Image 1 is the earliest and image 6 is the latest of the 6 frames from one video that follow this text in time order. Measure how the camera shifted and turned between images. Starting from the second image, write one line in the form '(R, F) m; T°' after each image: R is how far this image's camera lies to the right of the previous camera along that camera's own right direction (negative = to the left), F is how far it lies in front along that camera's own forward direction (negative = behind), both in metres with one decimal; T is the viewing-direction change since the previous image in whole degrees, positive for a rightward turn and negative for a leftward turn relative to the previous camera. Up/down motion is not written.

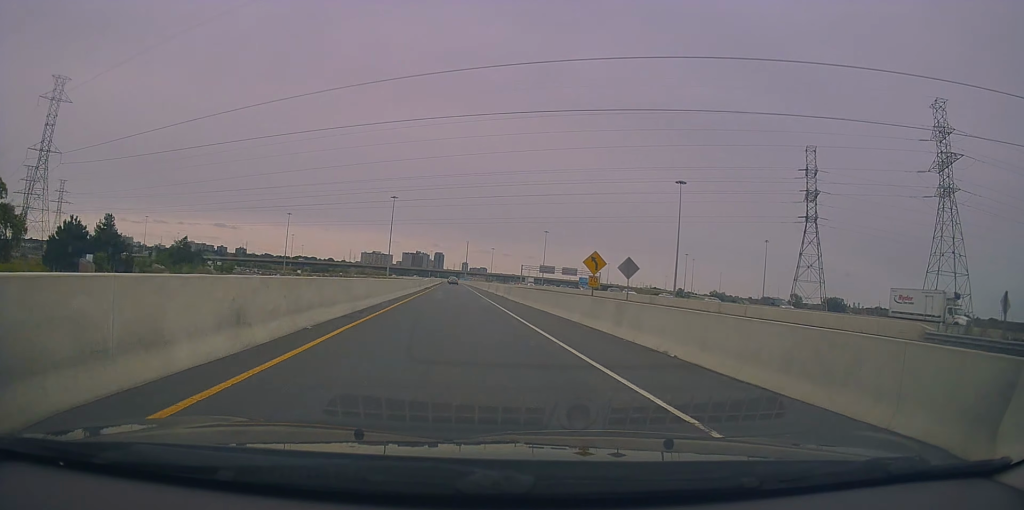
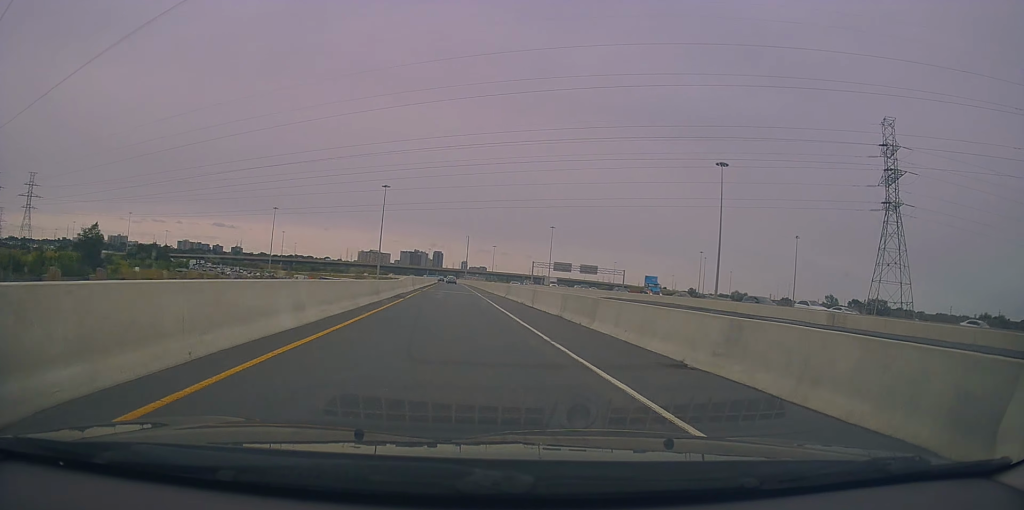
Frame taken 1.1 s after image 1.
(0.0, +30.4) m; 0°
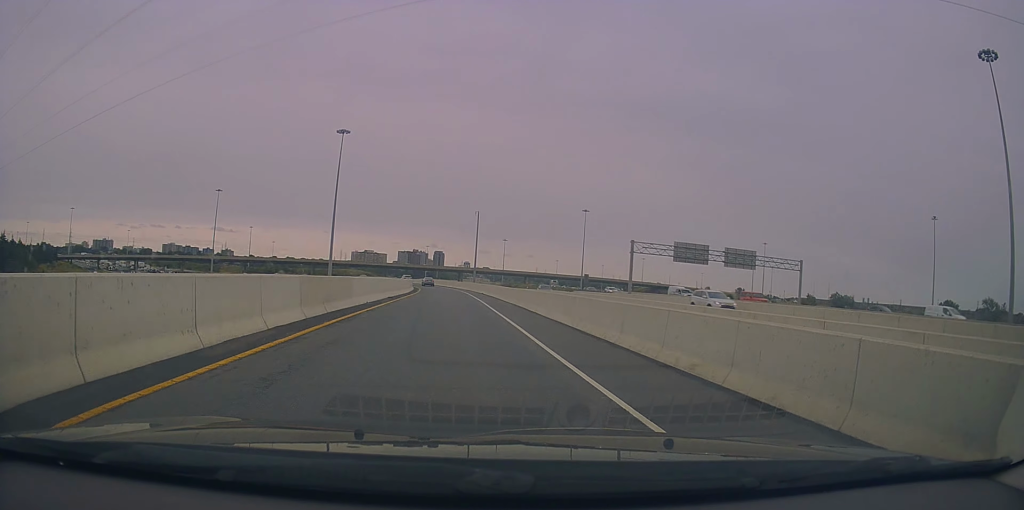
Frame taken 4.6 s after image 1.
(+0.5, +93.3) m; 0°
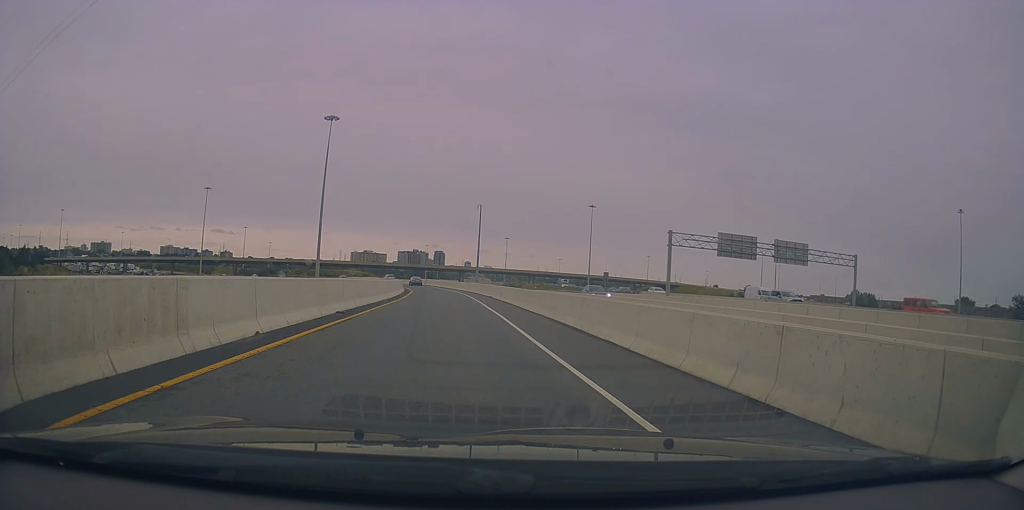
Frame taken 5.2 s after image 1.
(+0.3, +13.6) m; 0°
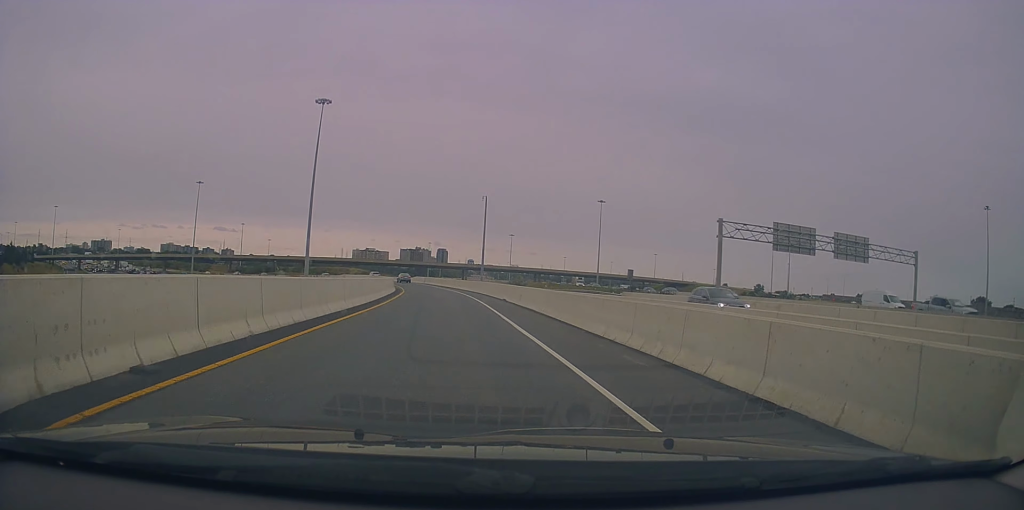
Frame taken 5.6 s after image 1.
(+0.1, +11.9) m; 0°
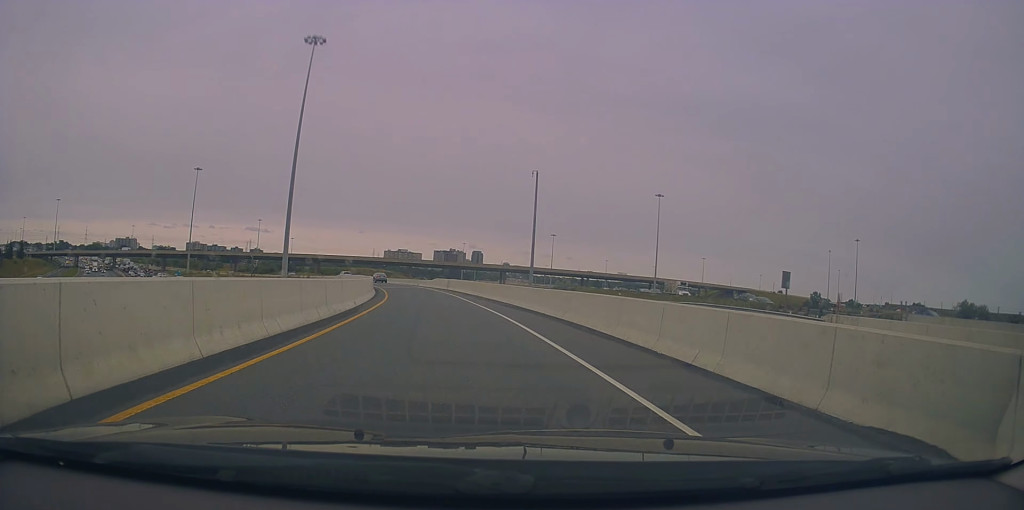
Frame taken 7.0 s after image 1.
(-1.3, +34.2) m; -4°
